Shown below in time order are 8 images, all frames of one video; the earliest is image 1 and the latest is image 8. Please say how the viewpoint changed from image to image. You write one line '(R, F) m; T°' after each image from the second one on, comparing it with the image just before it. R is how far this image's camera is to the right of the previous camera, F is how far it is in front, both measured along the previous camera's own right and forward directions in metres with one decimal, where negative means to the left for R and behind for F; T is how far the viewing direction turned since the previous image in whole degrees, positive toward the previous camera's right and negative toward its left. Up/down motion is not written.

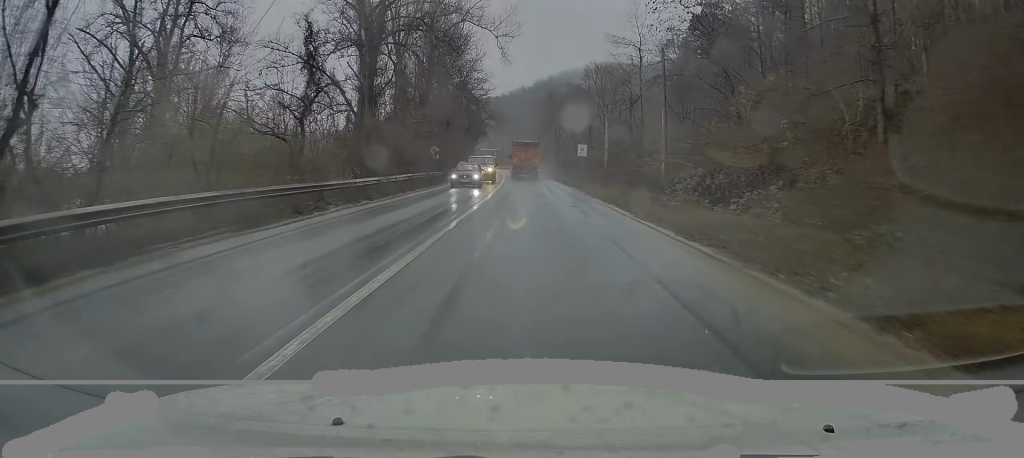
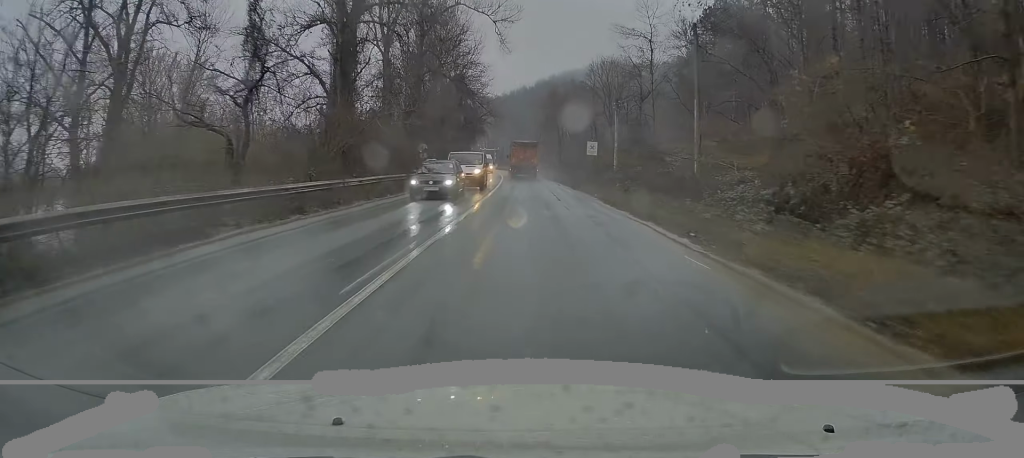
(+0.2, +6.7) m; 0°
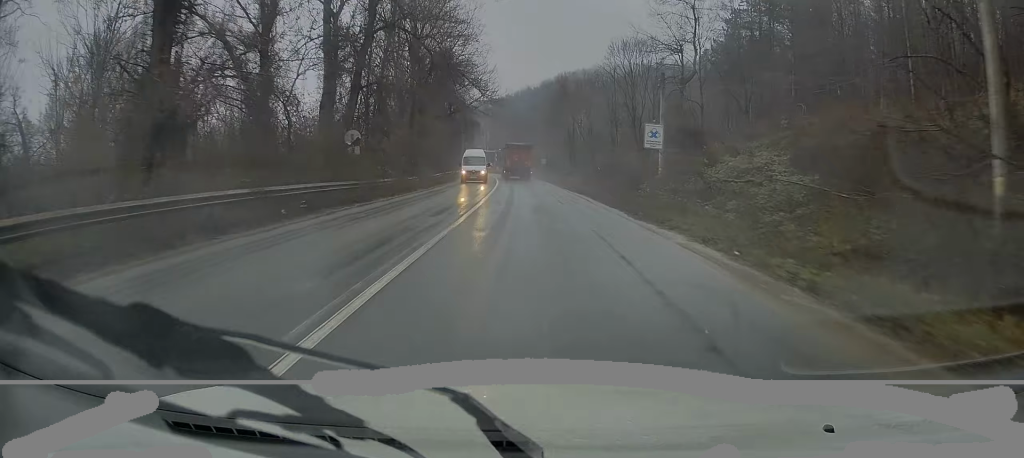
(+0.2, +19.4) m; 0°
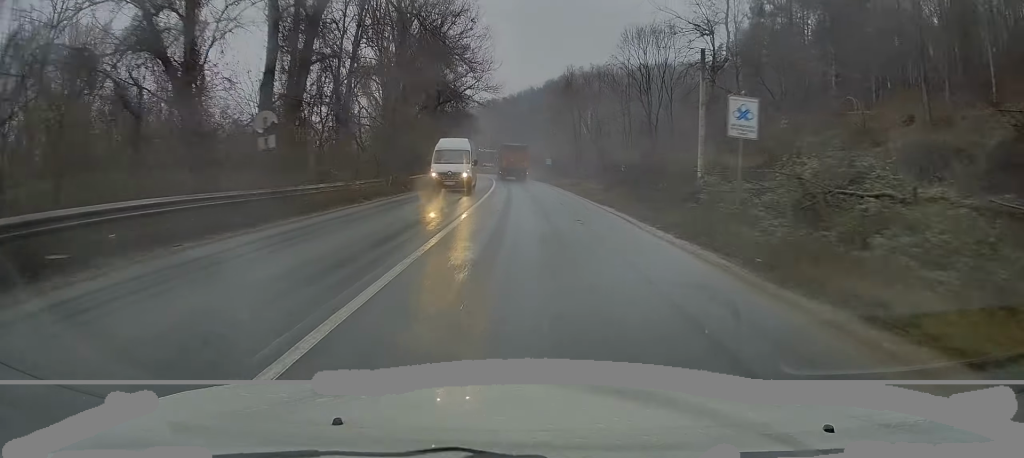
(0.0, +9.4) m; 0°
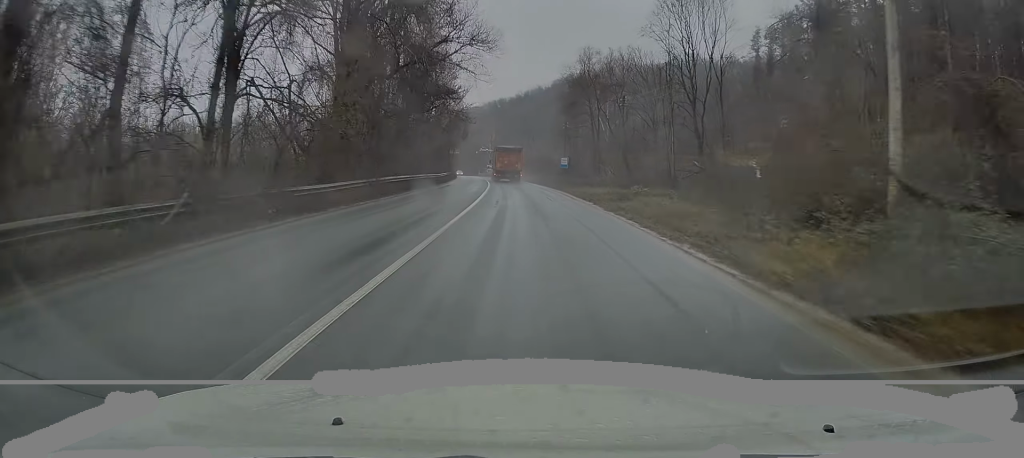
(-0.1, +18.4) m; -1°
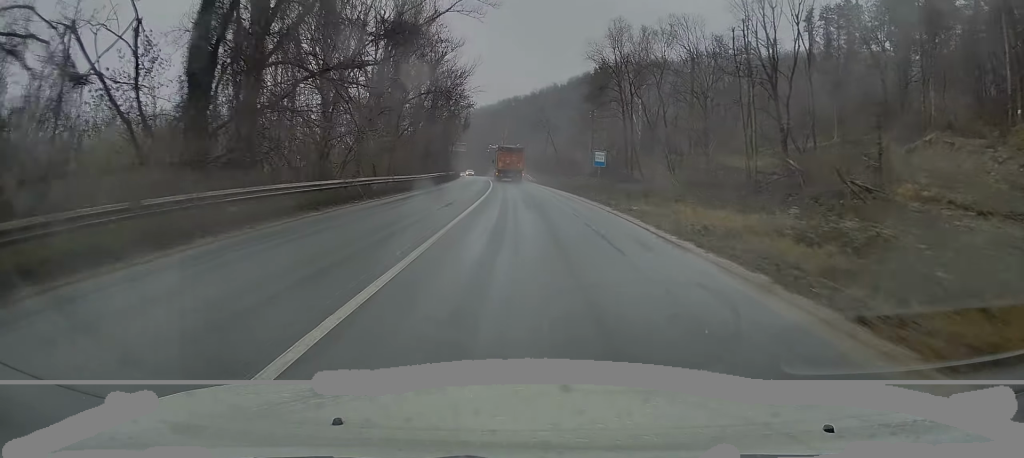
(-0.2, +17.7) m; 0°
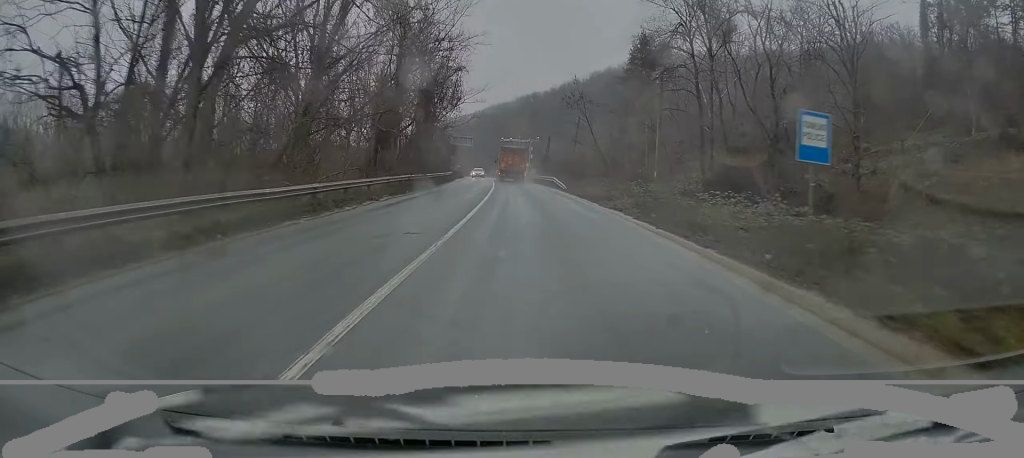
(-0.2, +27.3) m; -2°
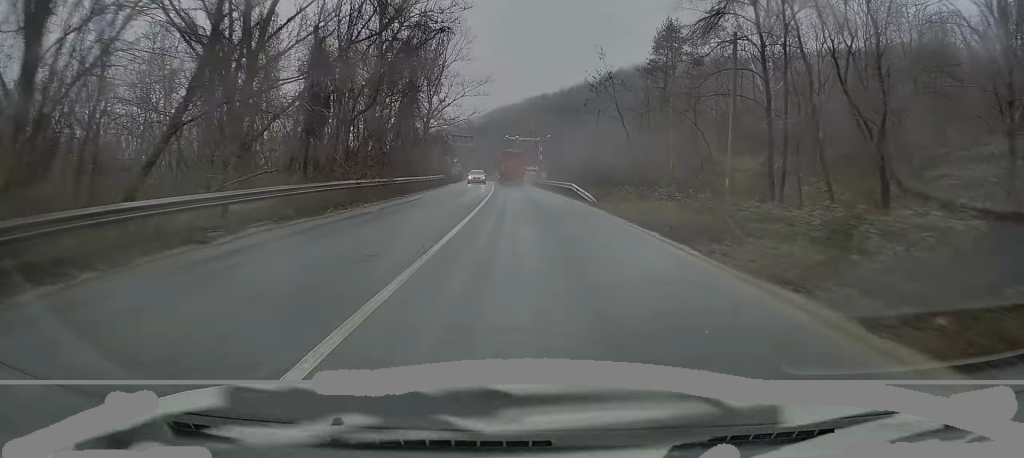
(-0.1, +13.5) m; -2°
